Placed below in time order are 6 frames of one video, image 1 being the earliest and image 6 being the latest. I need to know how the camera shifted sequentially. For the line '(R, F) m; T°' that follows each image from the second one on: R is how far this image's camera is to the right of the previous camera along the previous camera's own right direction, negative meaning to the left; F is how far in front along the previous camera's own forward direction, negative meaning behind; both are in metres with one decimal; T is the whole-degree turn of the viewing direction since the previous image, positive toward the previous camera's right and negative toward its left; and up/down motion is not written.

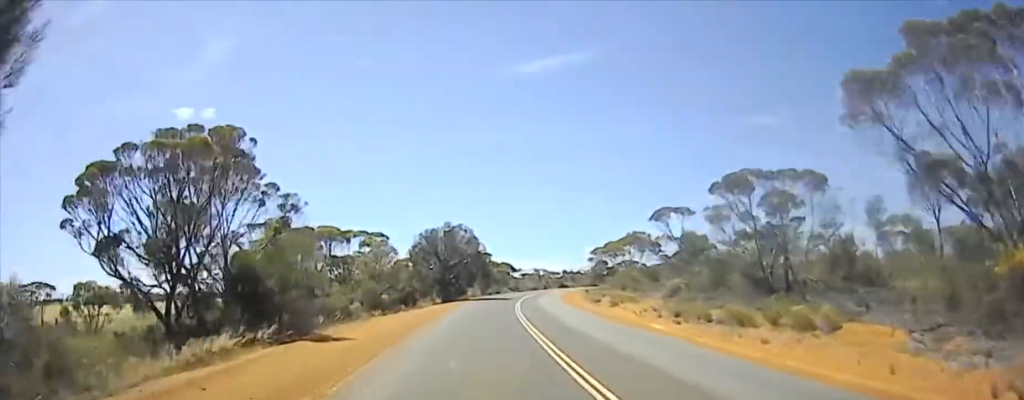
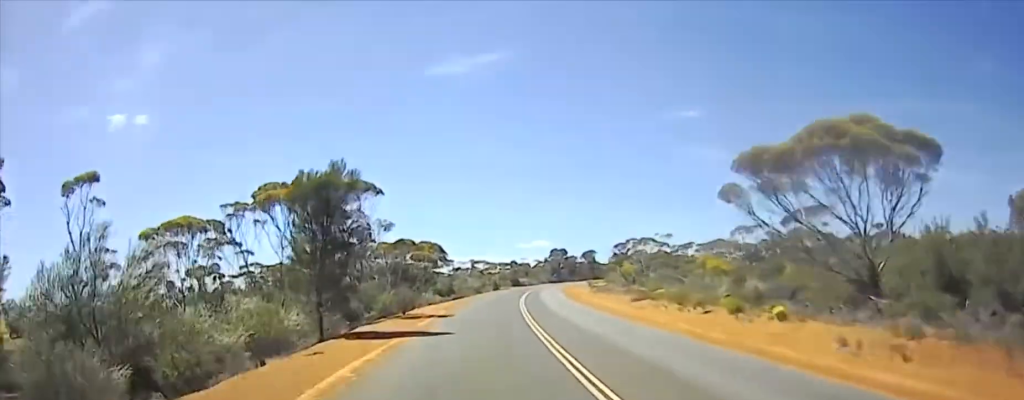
(+2.2, +48.5) m; +6°
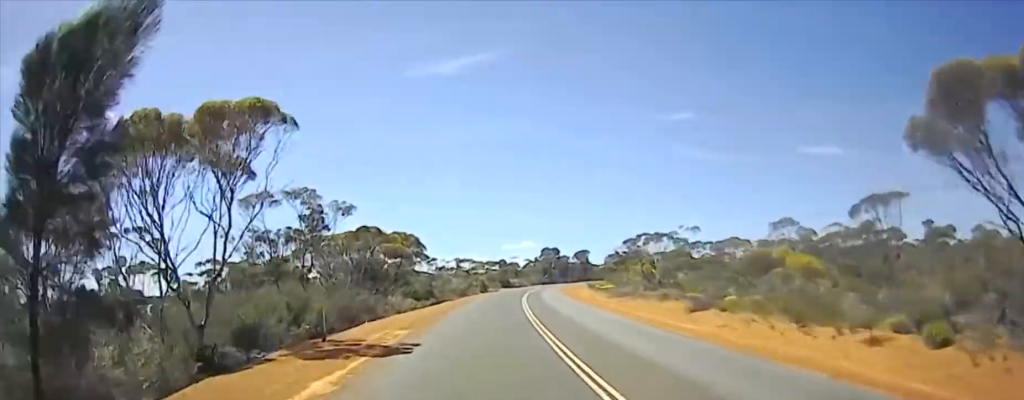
(+0.3, +10.5) m; +1°
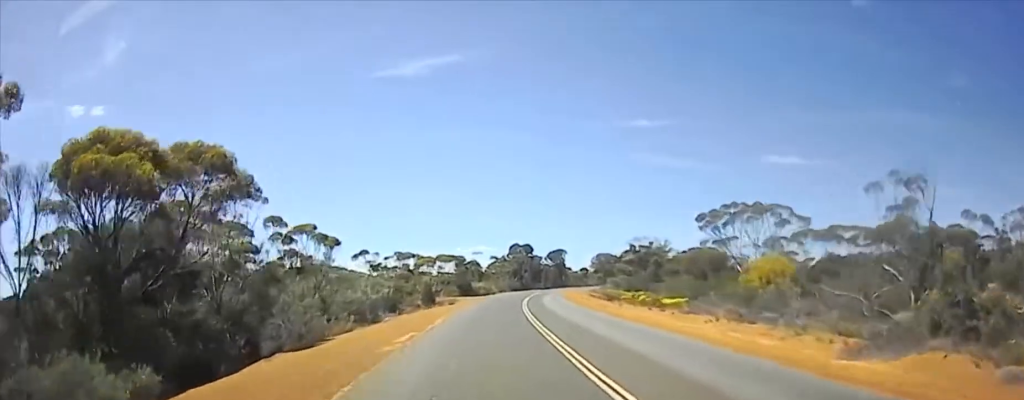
(+0.5, +35.6) m; +1°
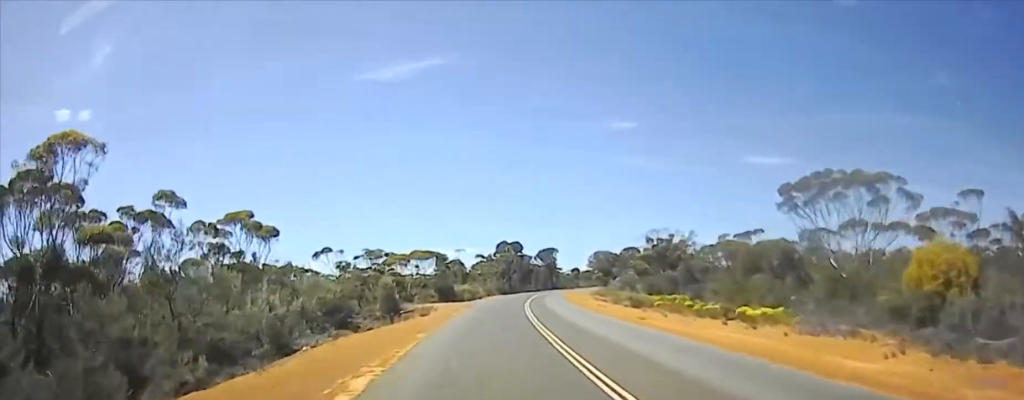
(0.0, +14.3) m; 0°
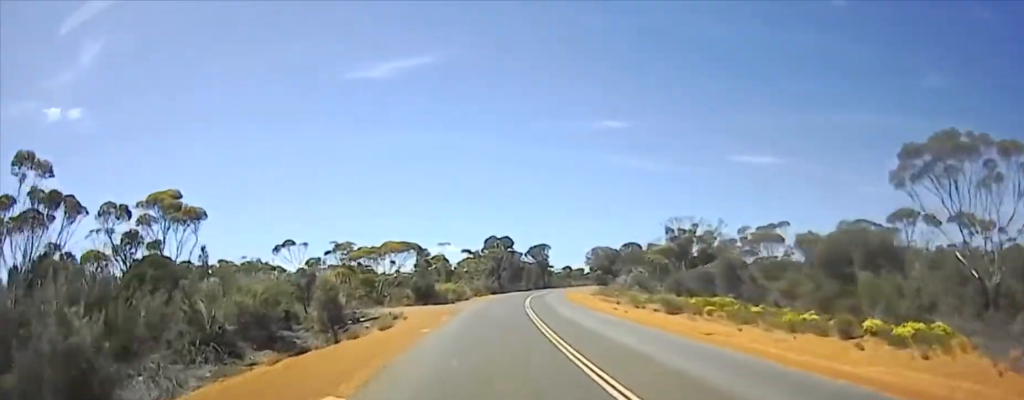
(0.0, +11.1) m; 0°
